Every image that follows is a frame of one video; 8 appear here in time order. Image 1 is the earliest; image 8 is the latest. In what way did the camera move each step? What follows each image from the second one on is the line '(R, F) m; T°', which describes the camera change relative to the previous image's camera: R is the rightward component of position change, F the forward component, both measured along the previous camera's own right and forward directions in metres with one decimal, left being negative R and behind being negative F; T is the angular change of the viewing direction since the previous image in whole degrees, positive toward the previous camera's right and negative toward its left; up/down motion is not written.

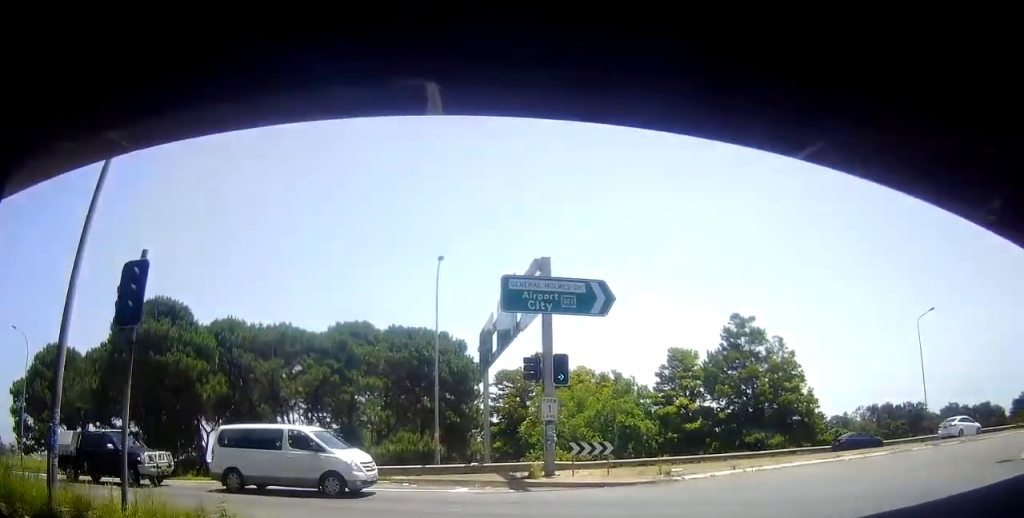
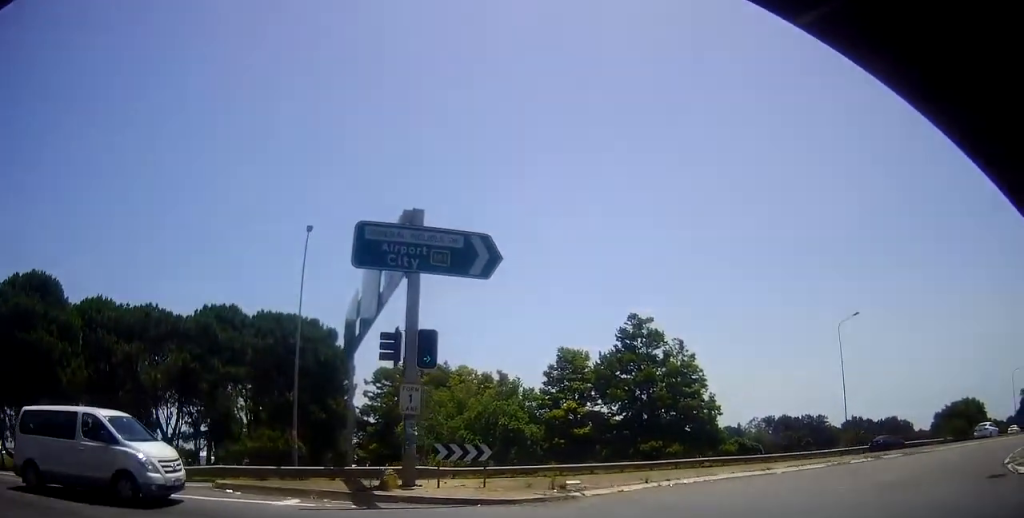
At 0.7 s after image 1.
(+0.8, +4.2) m; +13°
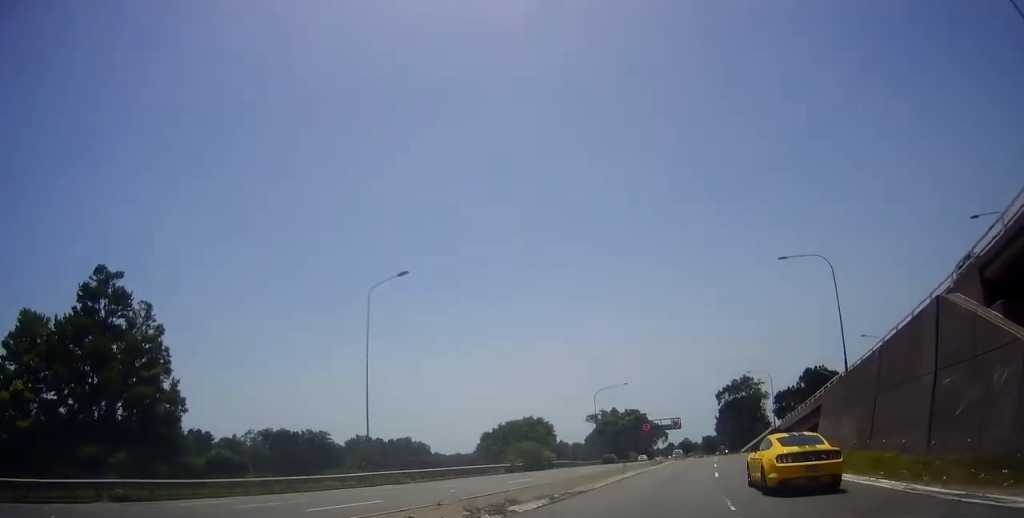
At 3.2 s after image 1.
(+6.2, +17.4) m; +40°
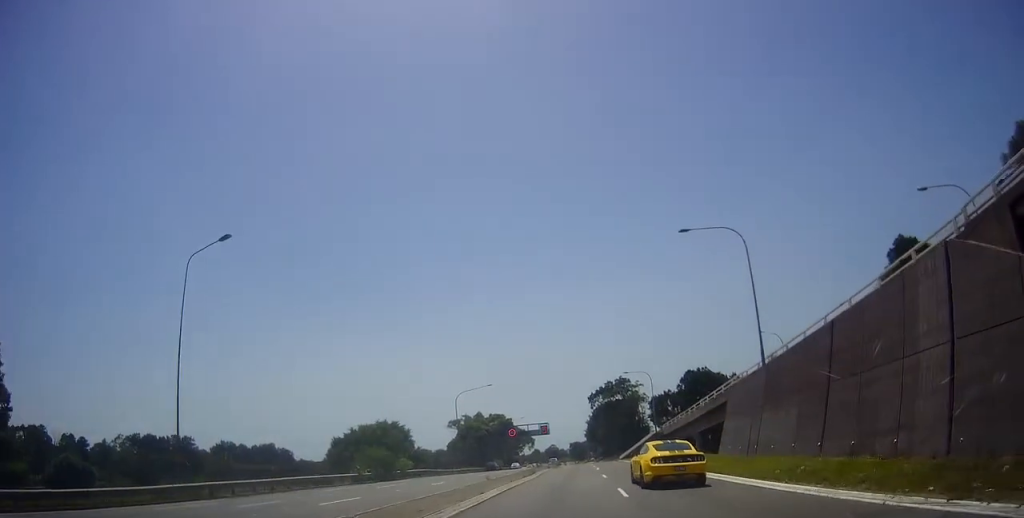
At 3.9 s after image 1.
(+0.8, +7.2) m; +7°
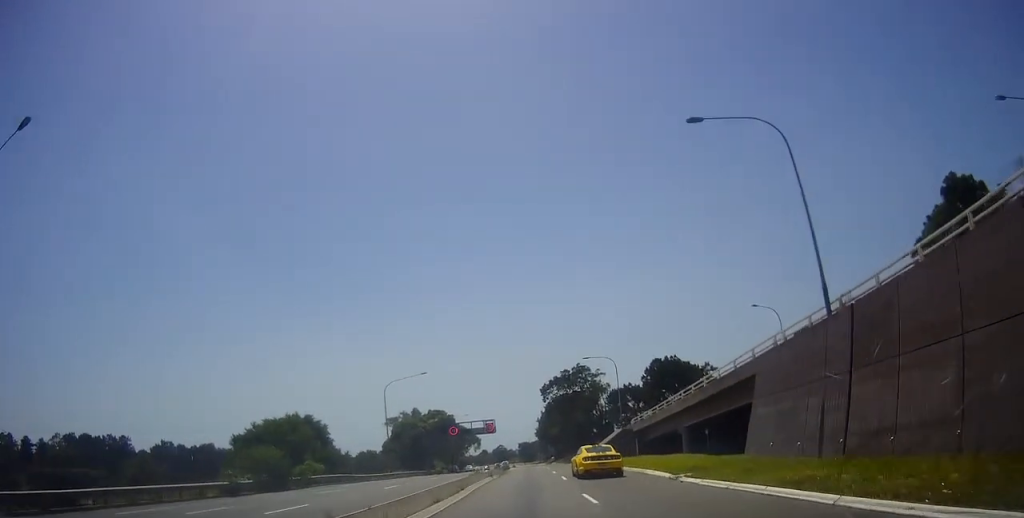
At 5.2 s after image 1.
(+0.8, +13.4) m; +7°
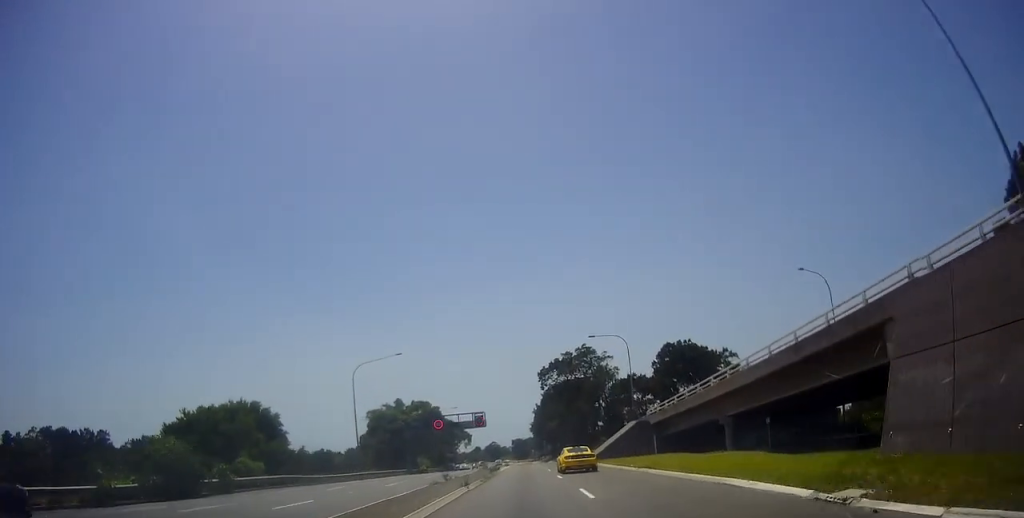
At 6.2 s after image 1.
(+0.6, +11.5) m; +3°
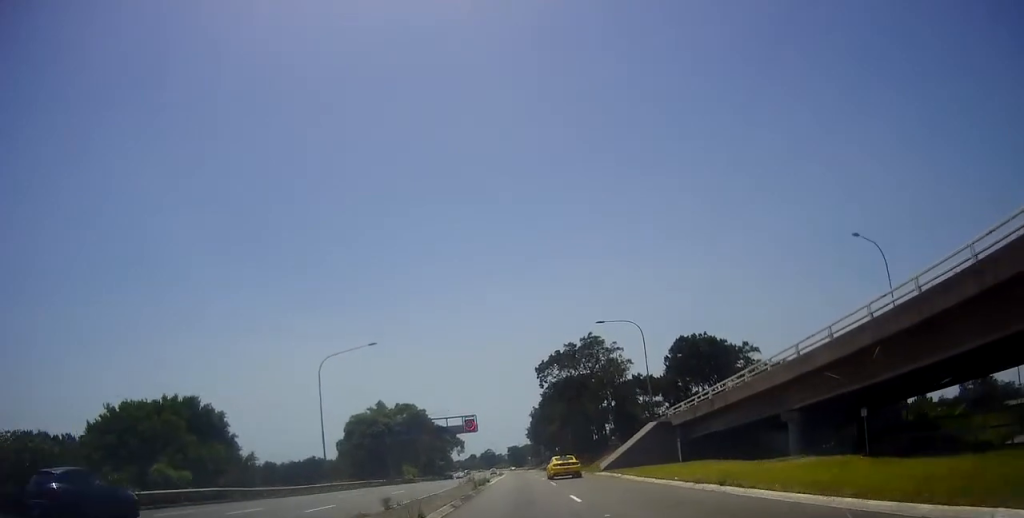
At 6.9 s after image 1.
(+0.1, +9.4) m; -1°
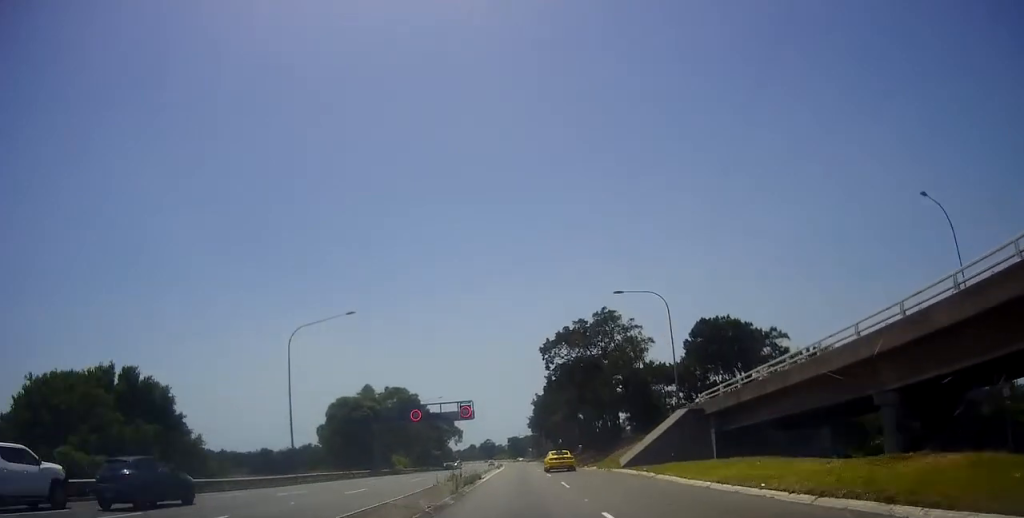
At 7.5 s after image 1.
(0.0, +7.6) m; -1°
